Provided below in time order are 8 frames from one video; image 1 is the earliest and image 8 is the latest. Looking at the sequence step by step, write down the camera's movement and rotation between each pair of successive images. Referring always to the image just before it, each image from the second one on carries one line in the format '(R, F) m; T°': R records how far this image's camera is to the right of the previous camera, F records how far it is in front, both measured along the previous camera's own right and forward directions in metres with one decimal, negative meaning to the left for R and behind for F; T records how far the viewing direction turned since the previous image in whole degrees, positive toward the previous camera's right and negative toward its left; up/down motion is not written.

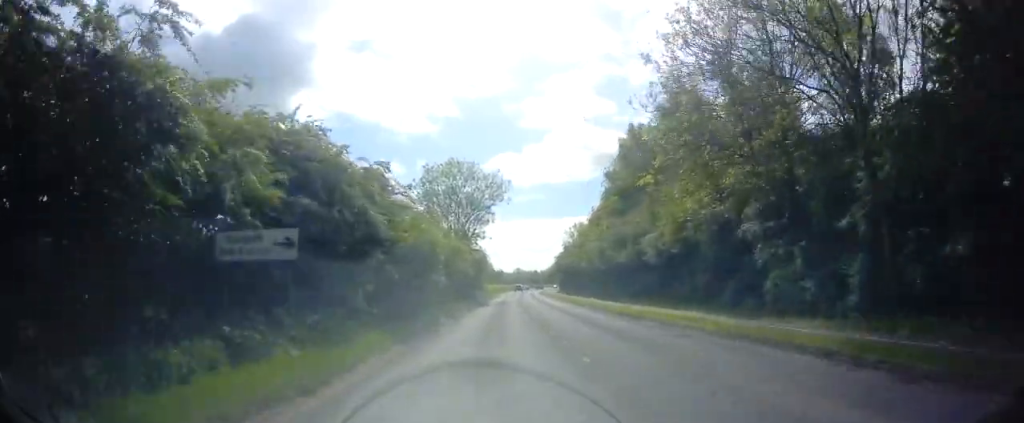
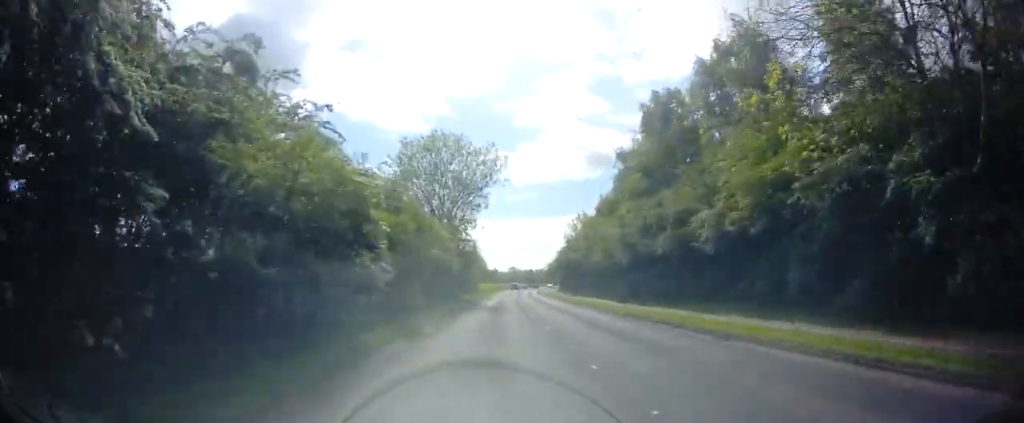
(+0.4, +9.9) m; +1°
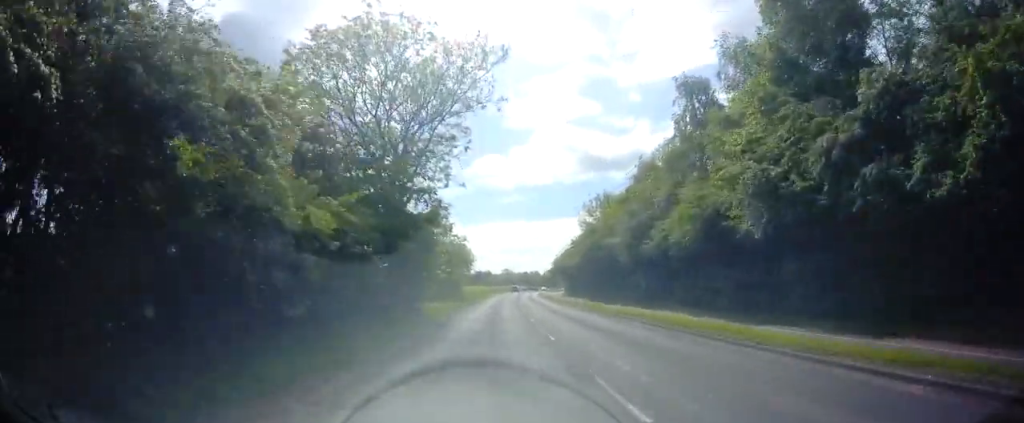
(+0.2, +21.3) m; +1°
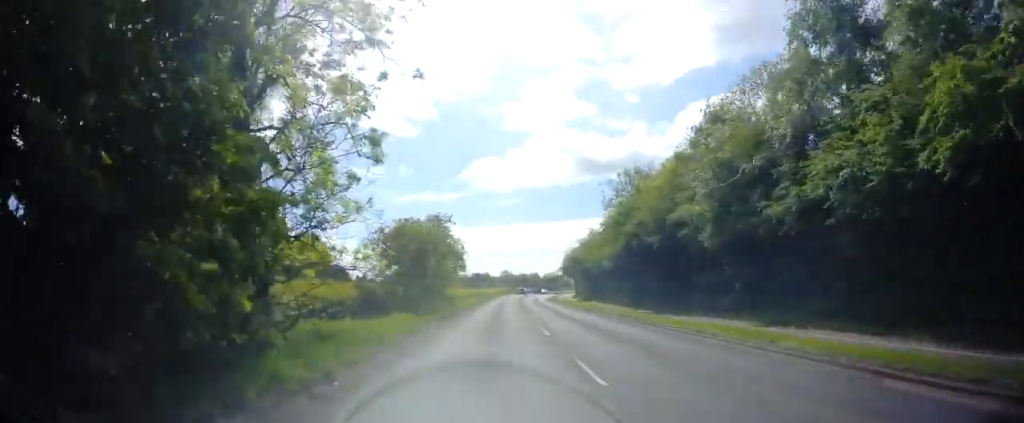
(0.0, +15.4) m; -2°
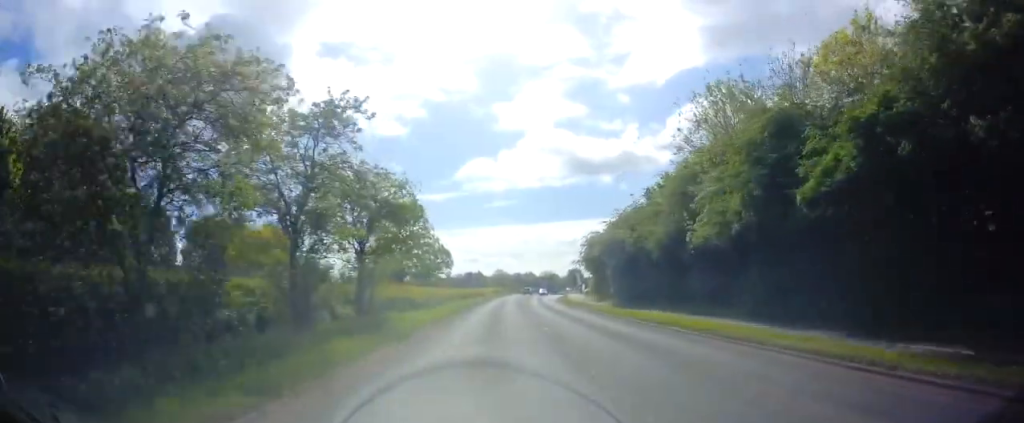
(-0.2, +21.9) m; +2°
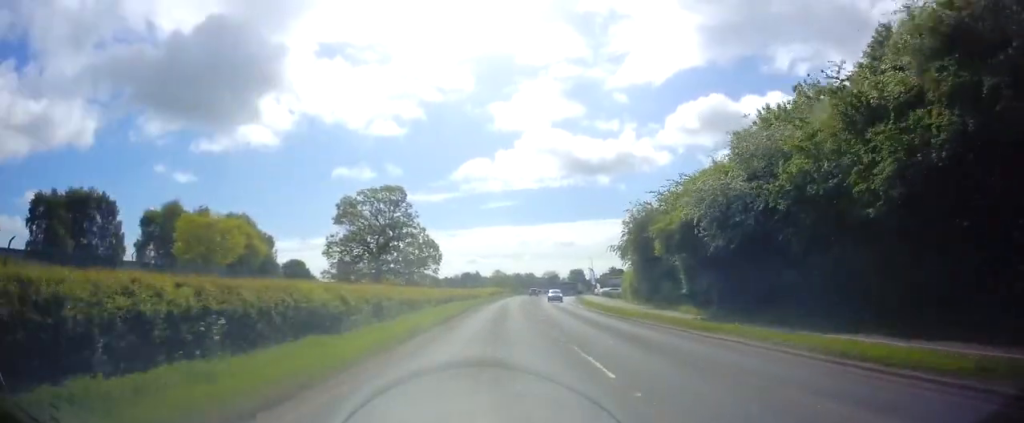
(+0.8, +19.6) m; +1°
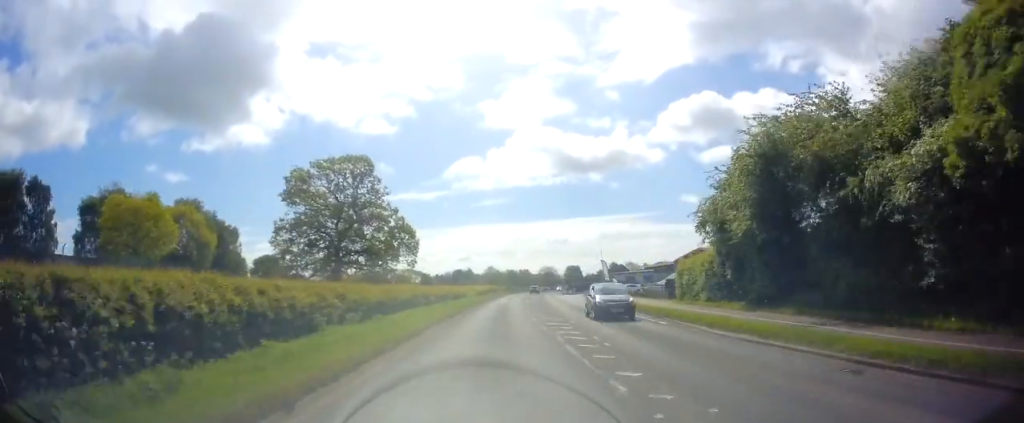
(-0.4, +19.0) m; -1°
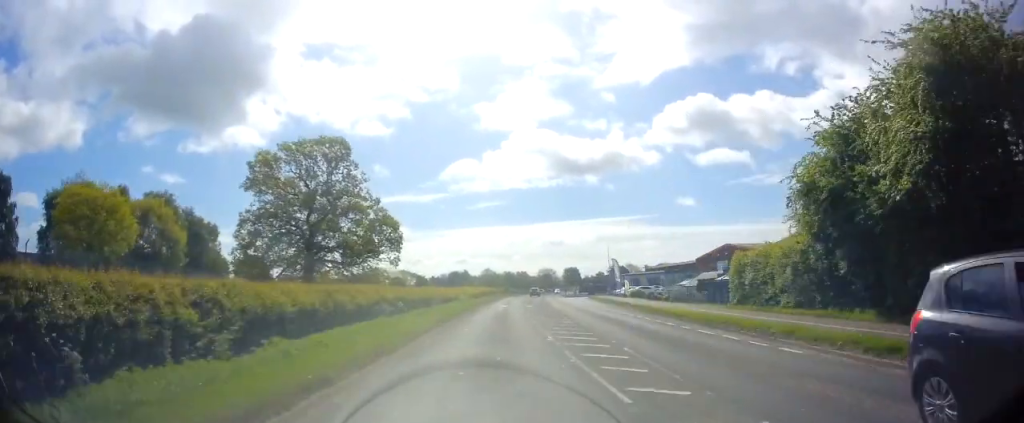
(0.0, +9.5) m; 0°
